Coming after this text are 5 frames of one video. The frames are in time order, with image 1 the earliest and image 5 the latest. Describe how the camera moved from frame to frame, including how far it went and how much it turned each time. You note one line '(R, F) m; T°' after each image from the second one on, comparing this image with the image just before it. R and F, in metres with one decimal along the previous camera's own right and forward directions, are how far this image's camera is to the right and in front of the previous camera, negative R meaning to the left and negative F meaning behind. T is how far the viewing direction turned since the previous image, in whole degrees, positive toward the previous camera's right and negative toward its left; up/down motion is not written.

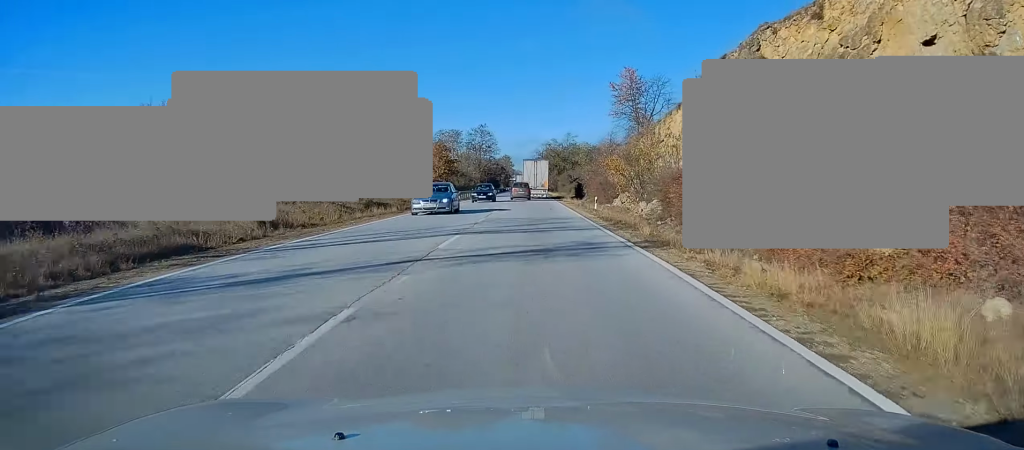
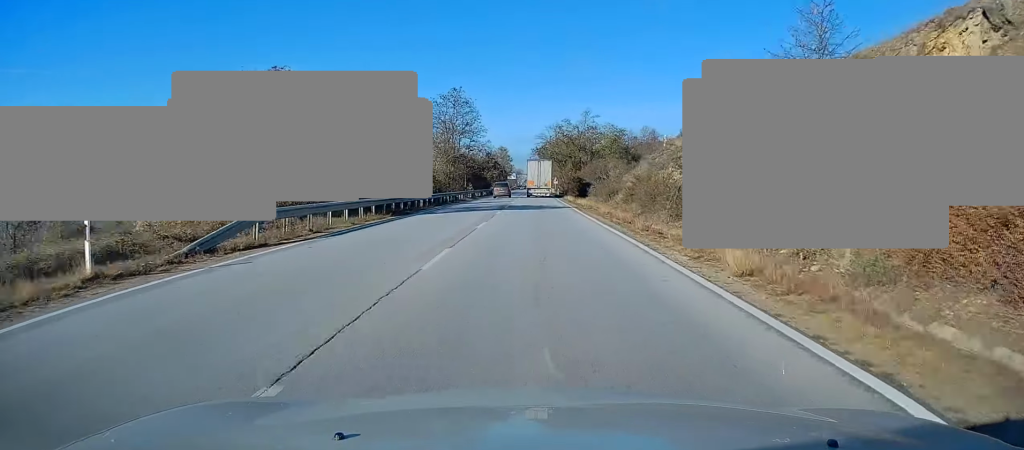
(+0.6, +47.4) m; 0°
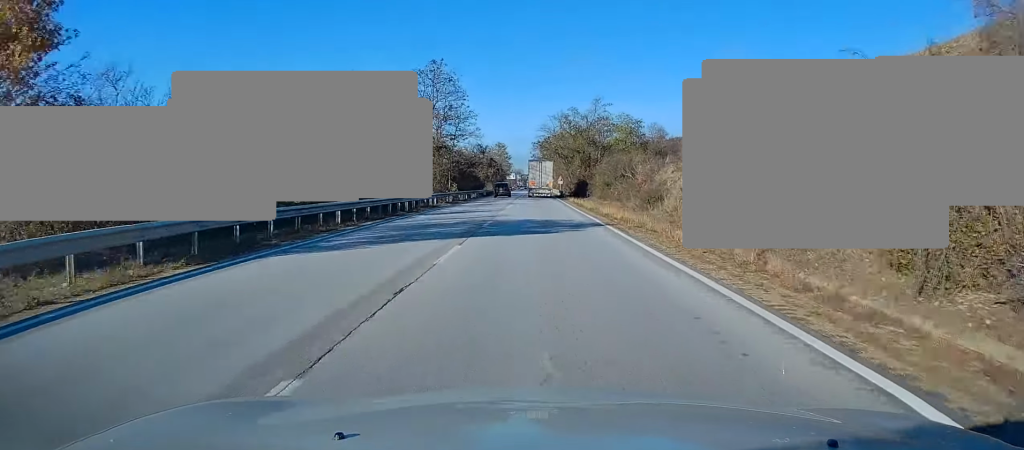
(0.0, +17.4) m; 0°
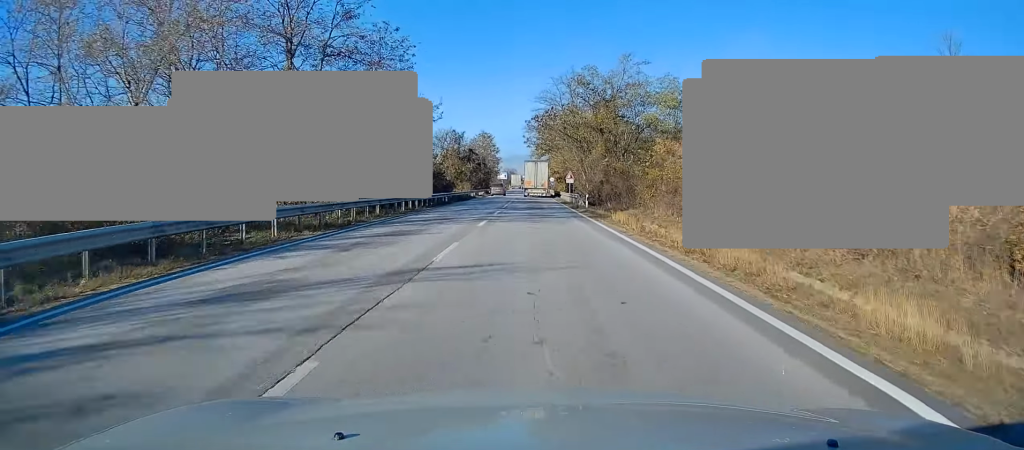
(+0.6, +35.6) m; +2°
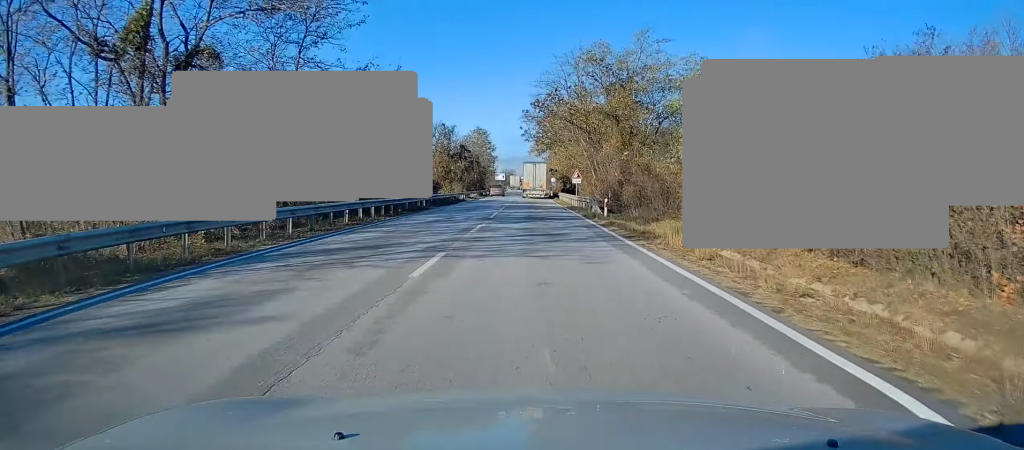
(0.0, +10.6) m; 0°
